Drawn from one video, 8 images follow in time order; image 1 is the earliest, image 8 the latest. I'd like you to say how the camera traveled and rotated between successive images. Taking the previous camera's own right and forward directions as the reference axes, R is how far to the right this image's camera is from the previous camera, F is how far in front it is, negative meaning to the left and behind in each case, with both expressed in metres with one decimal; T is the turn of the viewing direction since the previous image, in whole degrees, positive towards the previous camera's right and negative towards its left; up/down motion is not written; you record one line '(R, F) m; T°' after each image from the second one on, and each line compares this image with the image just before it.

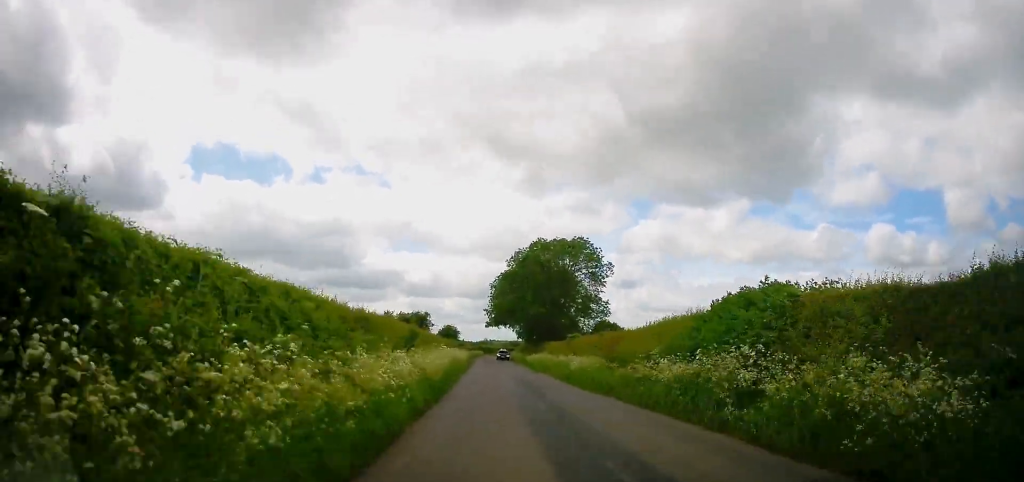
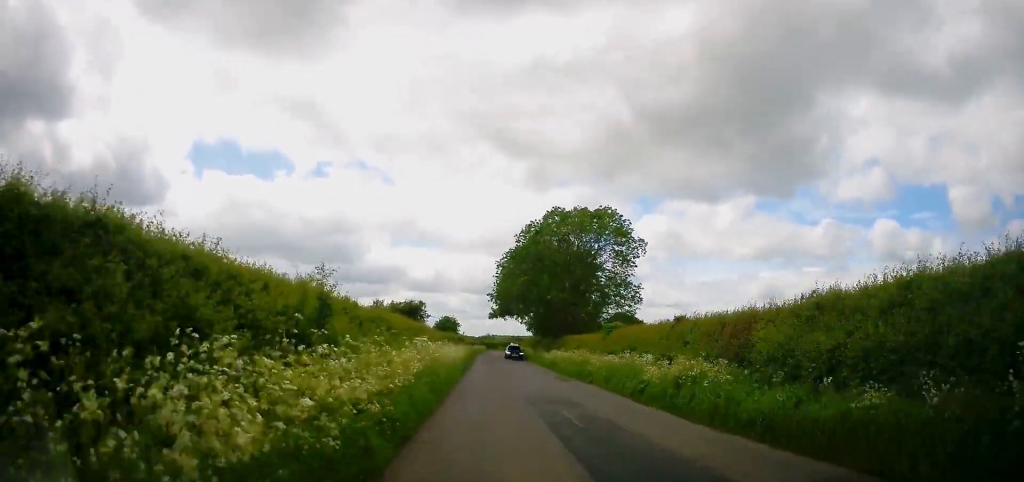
(+0.1, +12.0) m; +1°
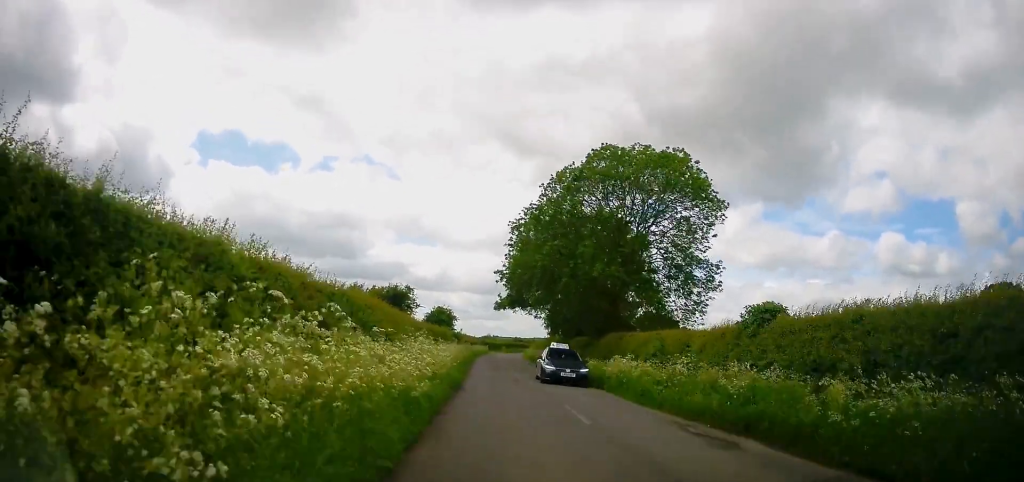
(+0.1, +17.2) m; +1°
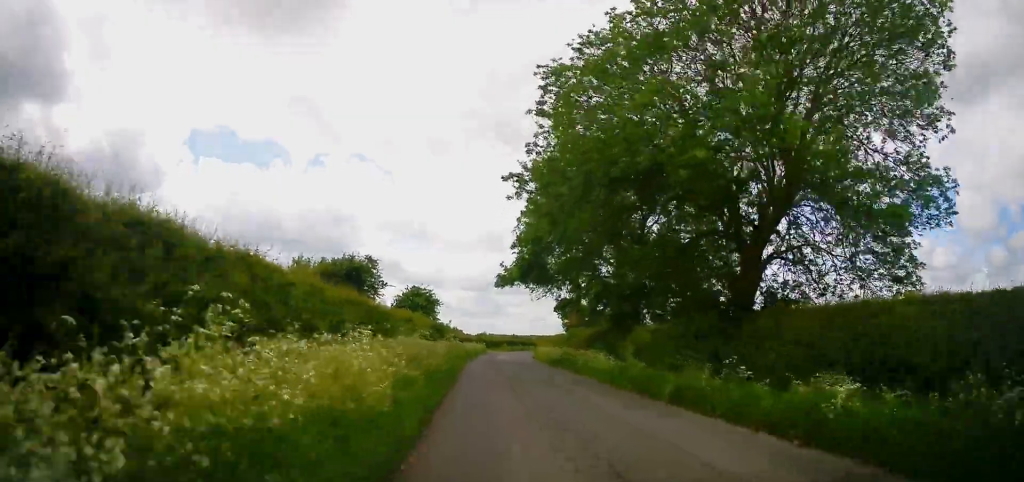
(-0.1, +20.0) m; -1°
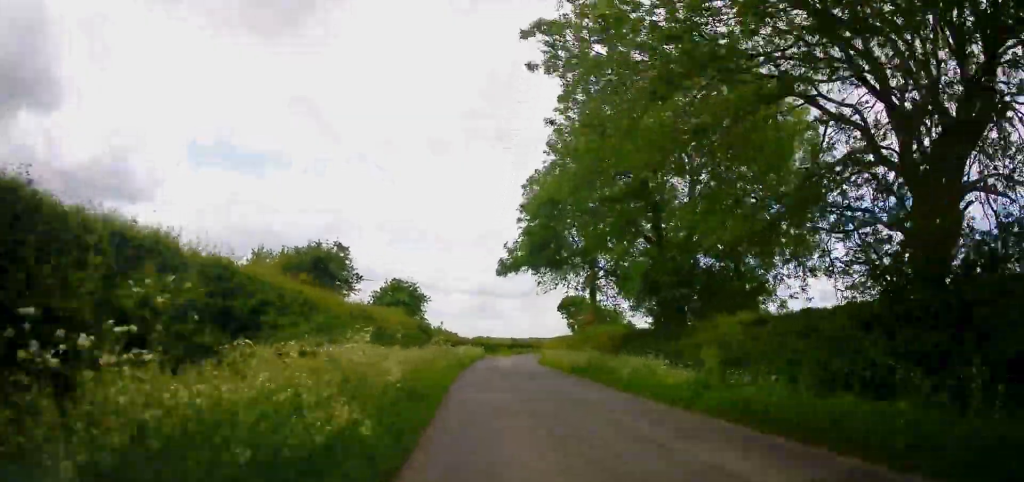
(-0.3, +8.4) m; 0°
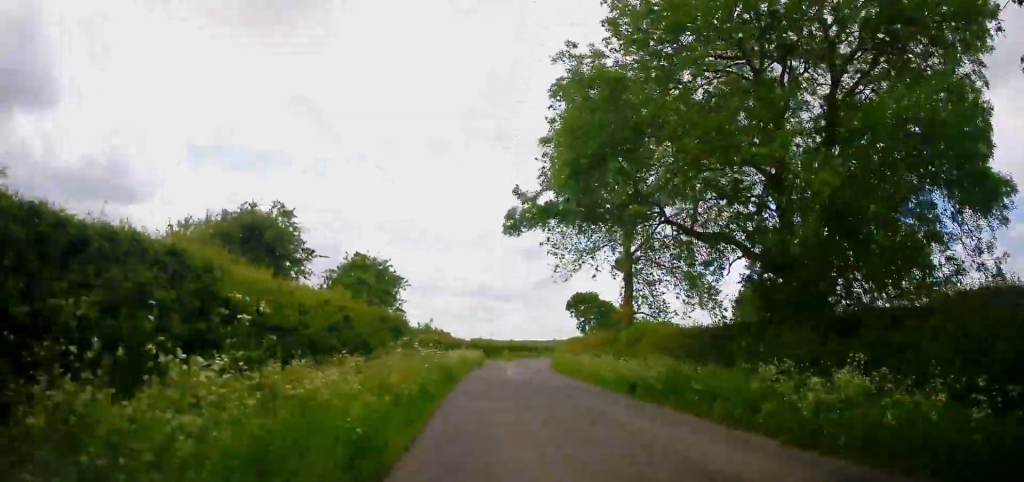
(+0.3, +10.7) m; +1°
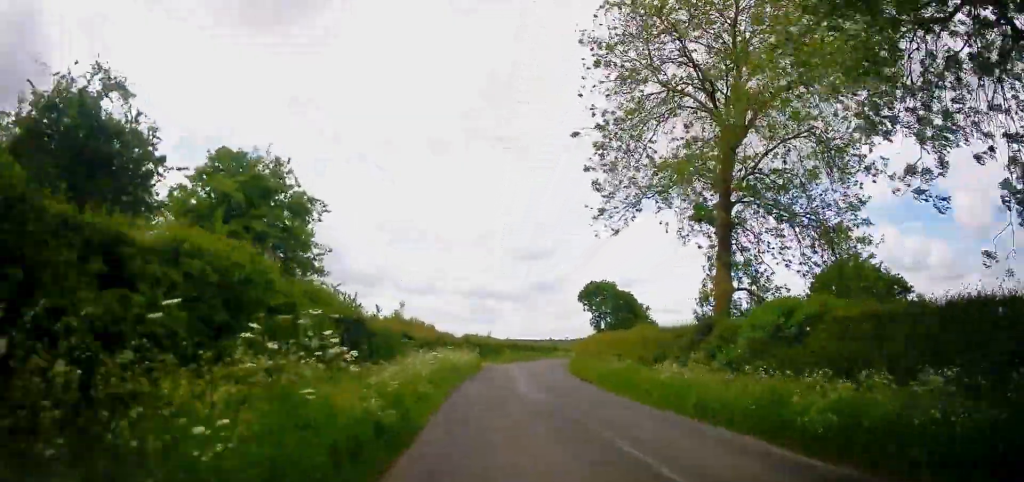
(-0.1, +13.4) m; +1°
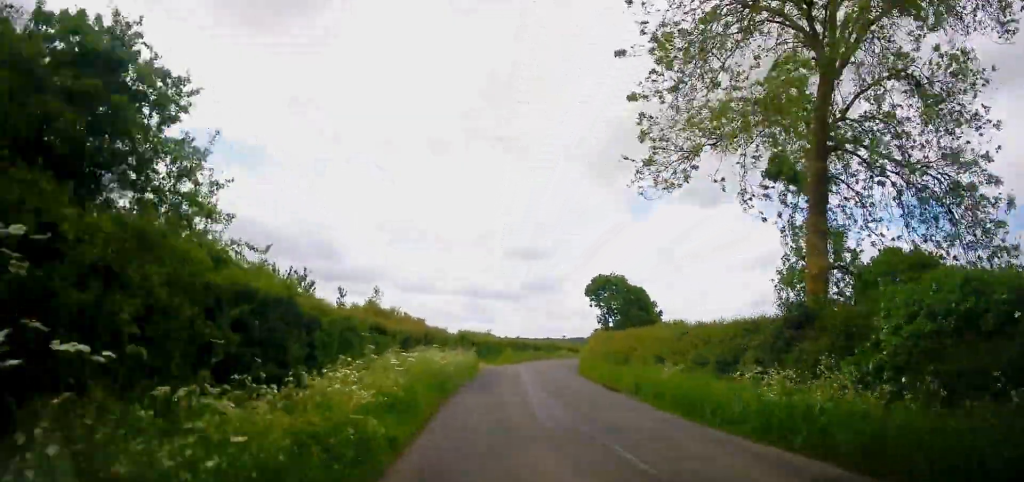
(-0.1, +5.9) m; 0°
